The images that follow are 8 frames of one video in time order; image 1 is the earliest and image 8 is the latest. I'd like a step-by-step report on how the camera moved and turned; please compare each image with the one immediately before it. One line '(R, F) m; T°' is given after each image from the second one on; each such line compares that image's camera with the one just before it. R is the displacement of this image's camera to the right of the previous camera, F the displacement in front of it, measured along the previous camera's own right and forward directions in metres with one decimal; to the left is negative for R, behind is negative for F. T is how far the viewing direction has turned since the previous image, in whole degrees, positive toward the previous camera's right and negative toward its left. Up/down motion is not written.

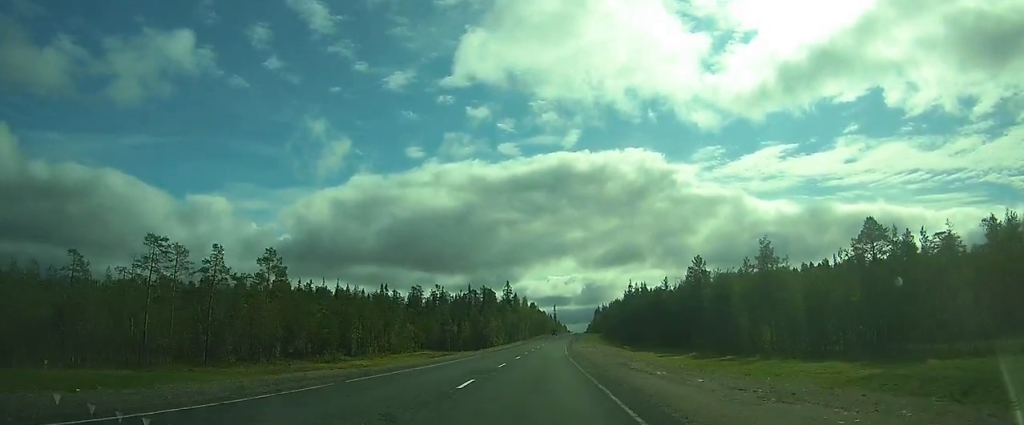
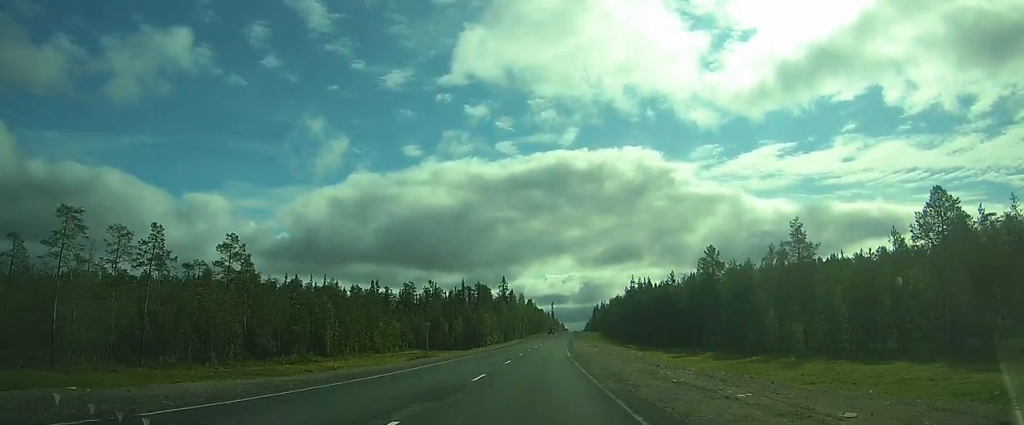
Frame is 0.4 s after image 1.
(+0.1, +8.6) m; 0°
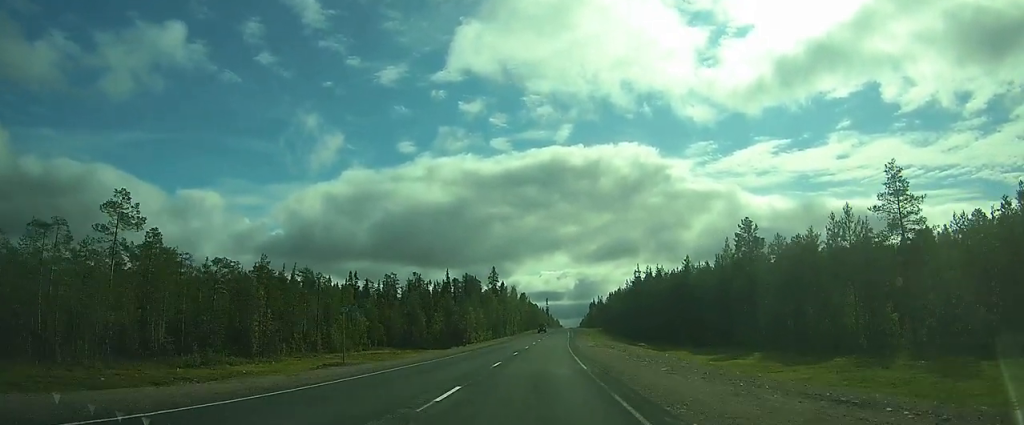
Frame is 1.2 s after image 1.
(+0.1, +17.0) m; +1°
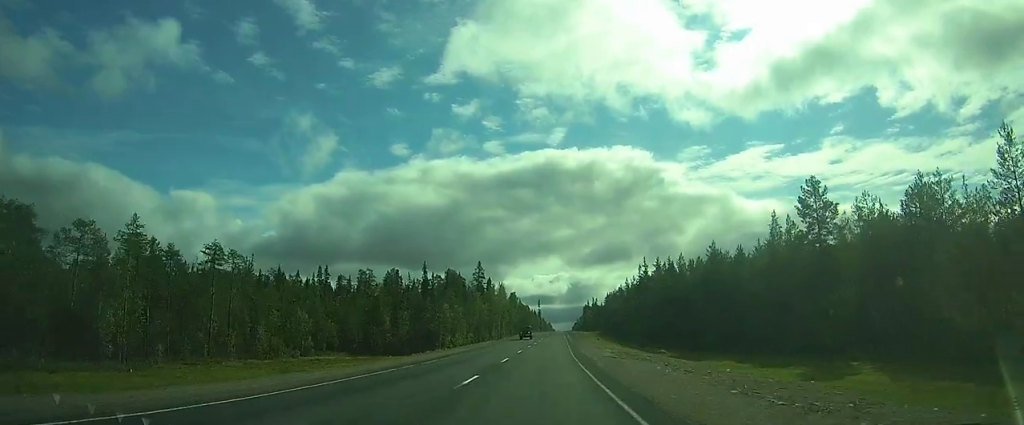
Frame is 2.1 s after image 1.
(+0.1, +18.1) m; +1°
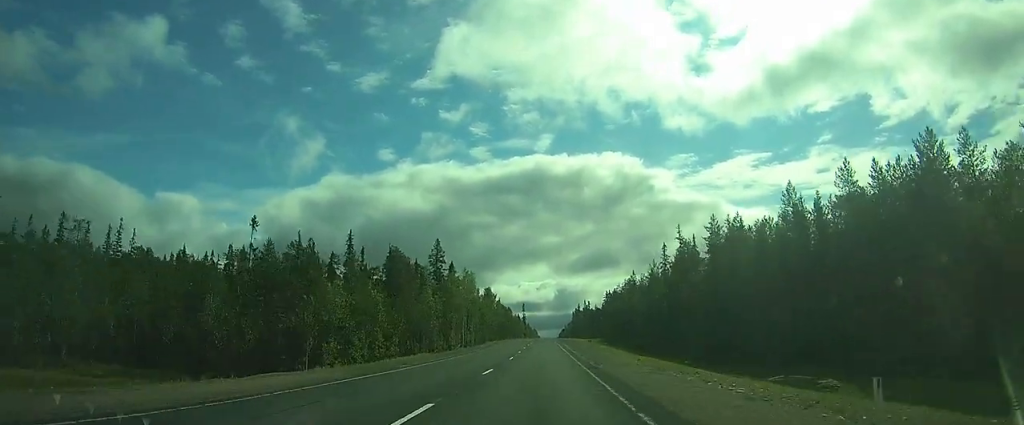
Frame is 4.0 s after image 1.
(+0.6, +39.5) m; +2°
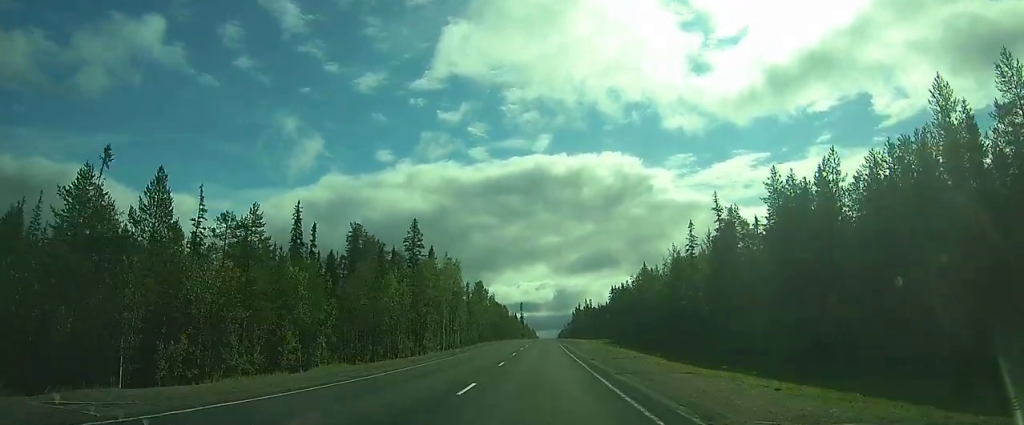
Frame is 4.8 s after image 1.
(+0.3, +17.4) m; +1°
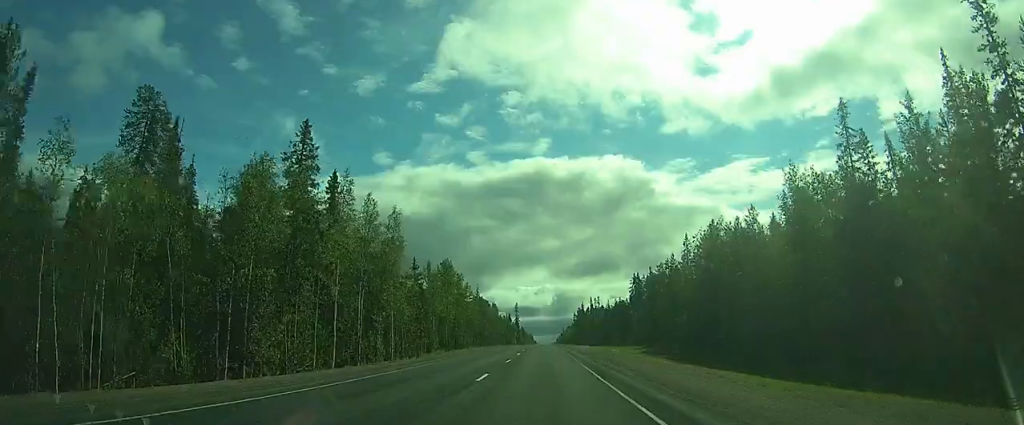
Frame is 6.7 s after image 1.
(0.0, +41.1) m; 0°
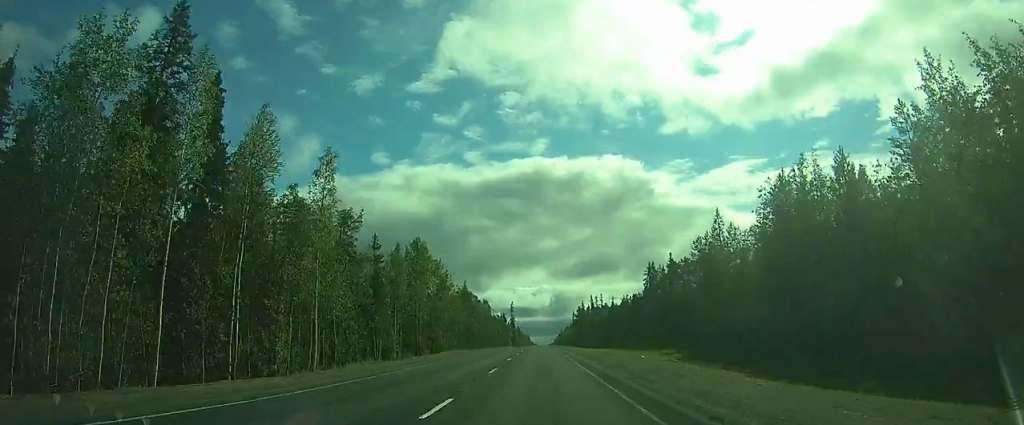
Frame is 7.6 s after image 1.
(0.0, +18.6) m; 0°
